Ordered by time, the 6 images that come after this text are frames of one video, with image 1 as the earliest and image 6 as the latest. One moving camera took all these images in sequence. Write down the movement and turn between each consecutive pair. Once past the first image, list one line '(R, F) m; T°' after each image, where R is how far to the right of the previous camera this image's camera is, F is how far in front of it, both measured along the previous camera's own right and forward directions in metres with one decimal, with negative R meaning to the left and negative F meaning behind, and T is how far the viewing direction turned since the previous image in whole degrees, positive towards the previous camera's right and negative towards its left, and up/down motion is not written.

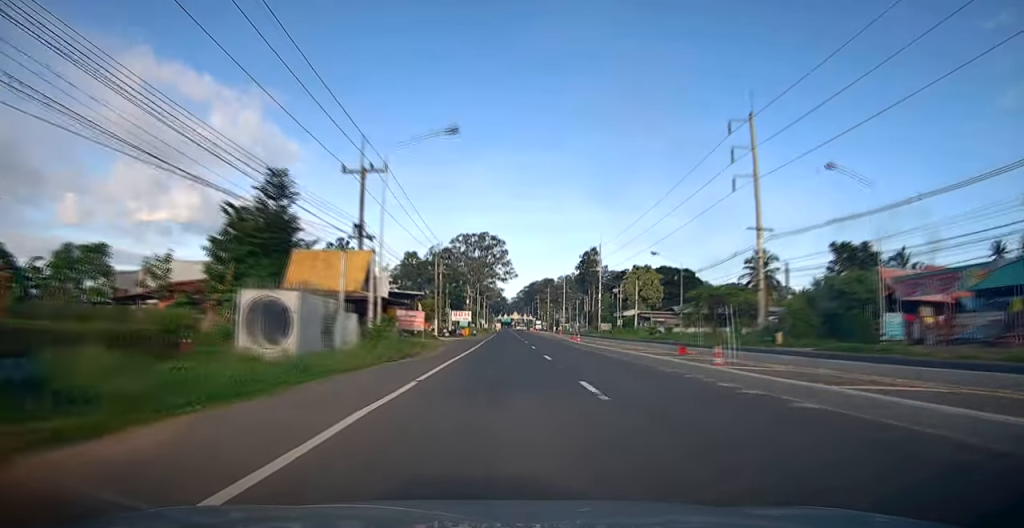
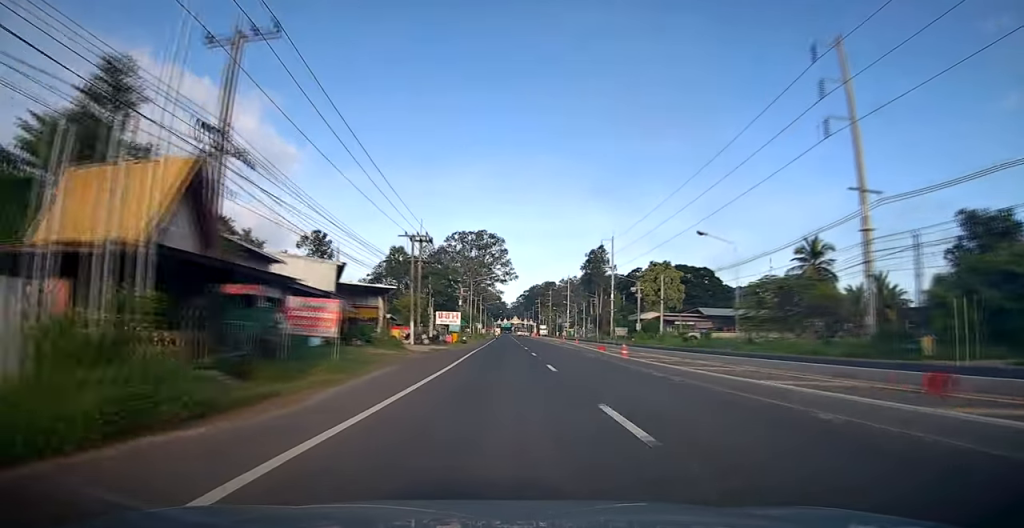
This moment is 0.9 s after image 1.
(0.0, +15.3) m; 0°
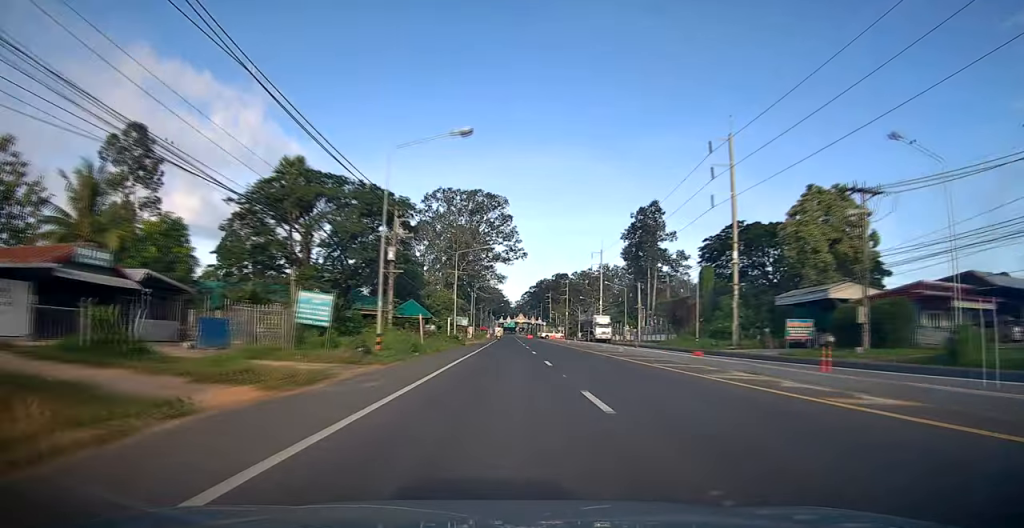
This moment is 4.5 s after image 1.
(+0.2, +58.6) m; -1°
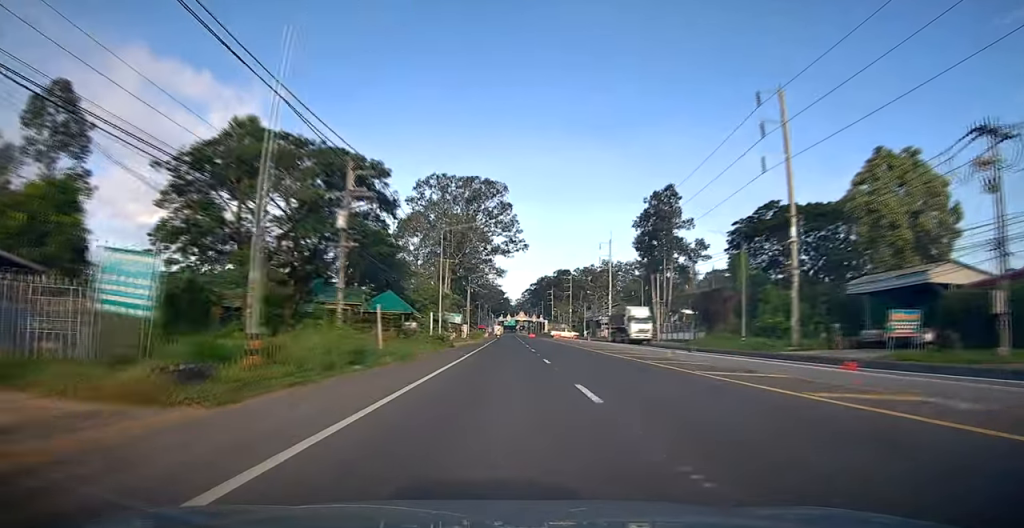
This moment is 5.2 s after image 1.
(-0.1, +11.2) m; 0°
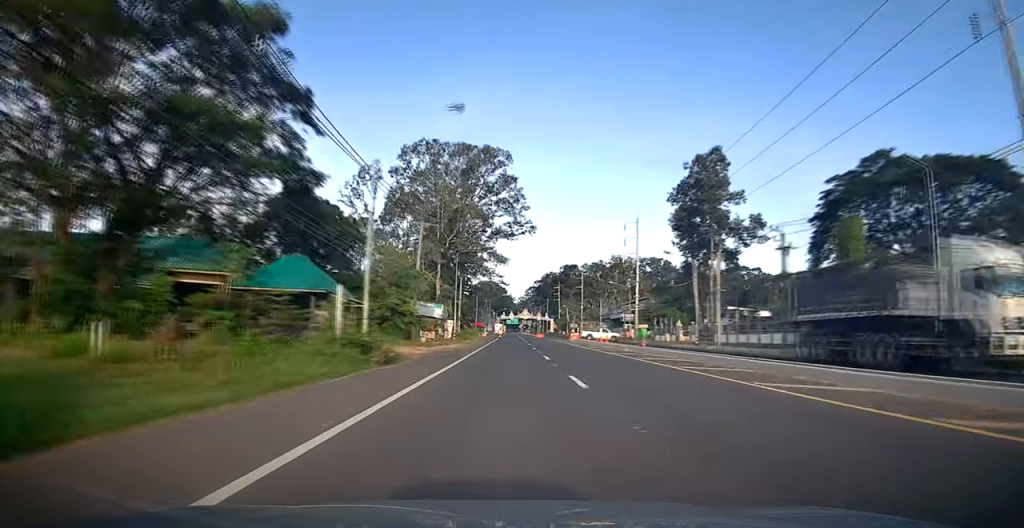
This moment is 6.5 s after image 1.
(0.0, +21.8) m; +1°
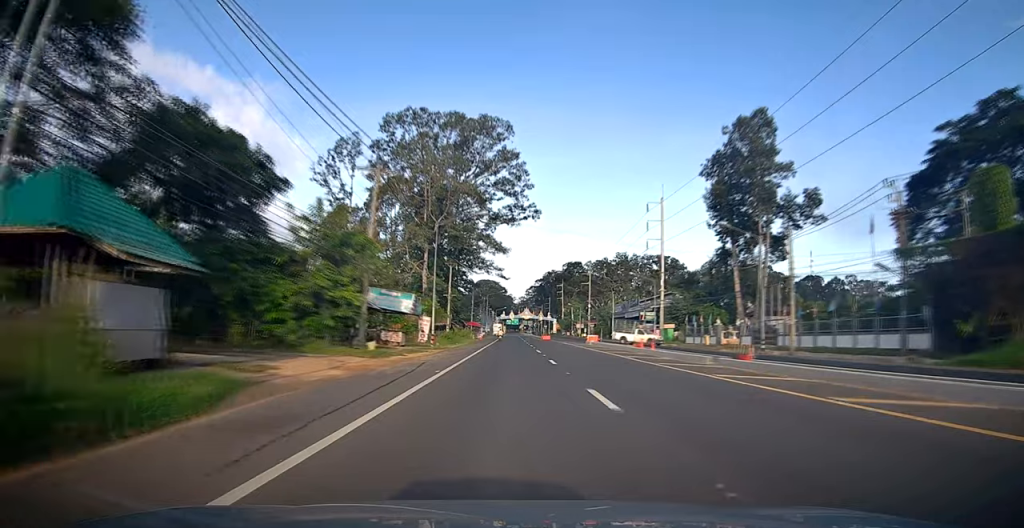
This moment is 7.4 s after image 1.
(+0.2, +15.0) m; 0°
